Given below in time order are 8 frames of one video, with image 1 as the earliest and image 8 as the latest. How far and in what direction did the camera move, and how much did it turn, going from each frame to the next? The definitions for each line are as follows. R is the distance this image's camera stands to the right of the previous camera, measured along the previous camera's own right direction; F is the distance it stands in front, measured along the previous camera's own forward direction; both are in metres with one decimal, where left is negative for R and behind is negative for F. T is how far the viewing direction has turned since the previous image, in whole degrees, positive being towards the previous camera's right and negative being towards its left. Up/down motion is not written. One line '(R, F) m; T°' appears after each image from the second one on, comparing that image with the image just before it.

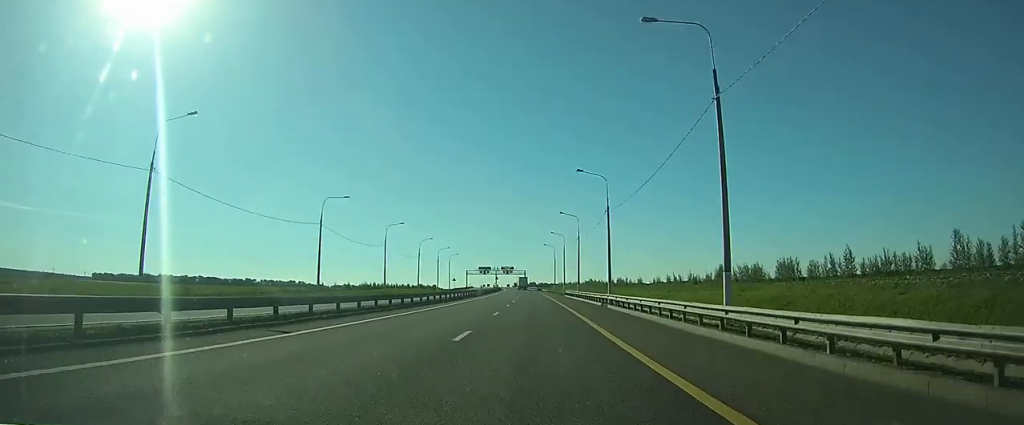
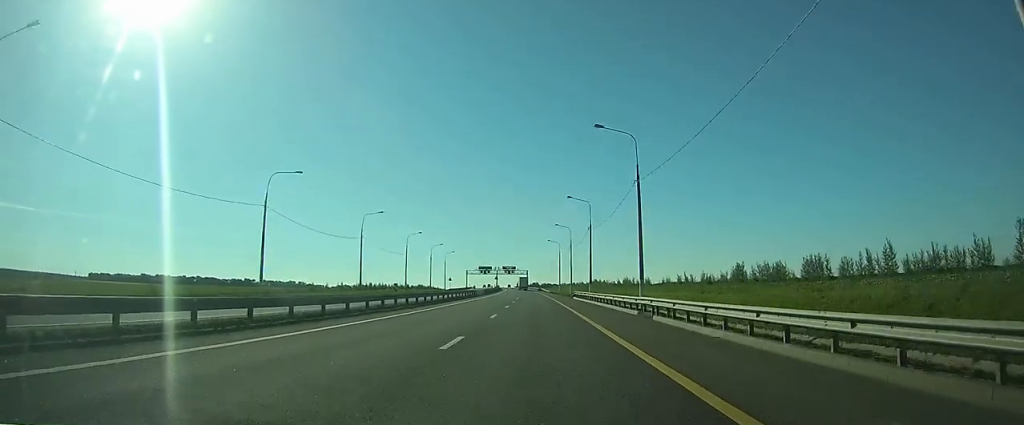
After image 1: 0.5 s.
(0.0, +13.8) m; 0°
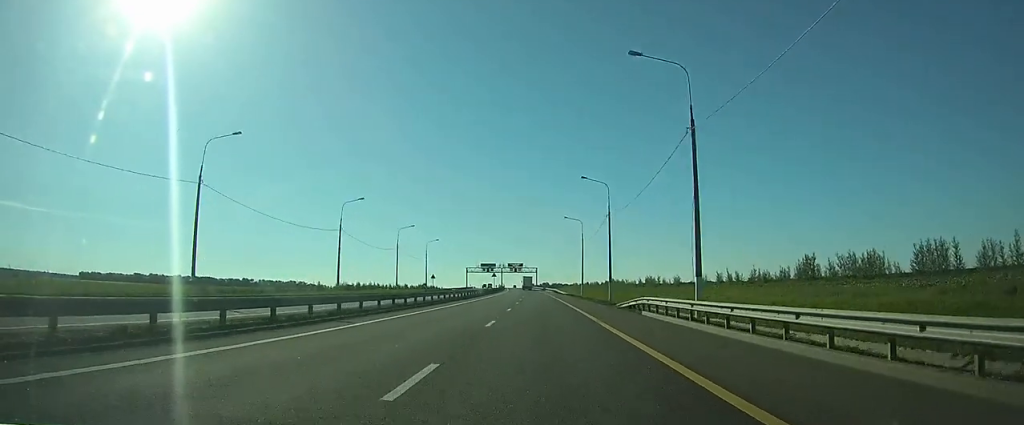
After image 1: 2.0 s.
(-0.2, +40.4) m; -1°
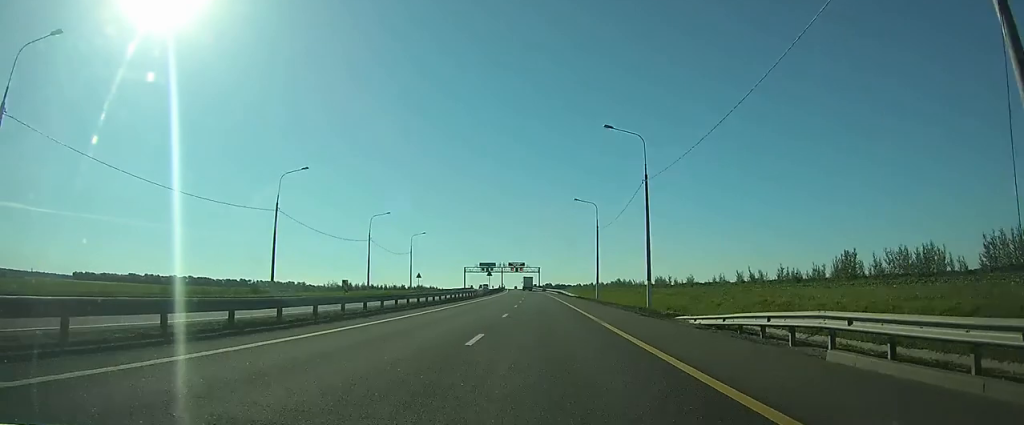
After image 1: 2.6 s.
(-0.1, +17.5) m; -1°
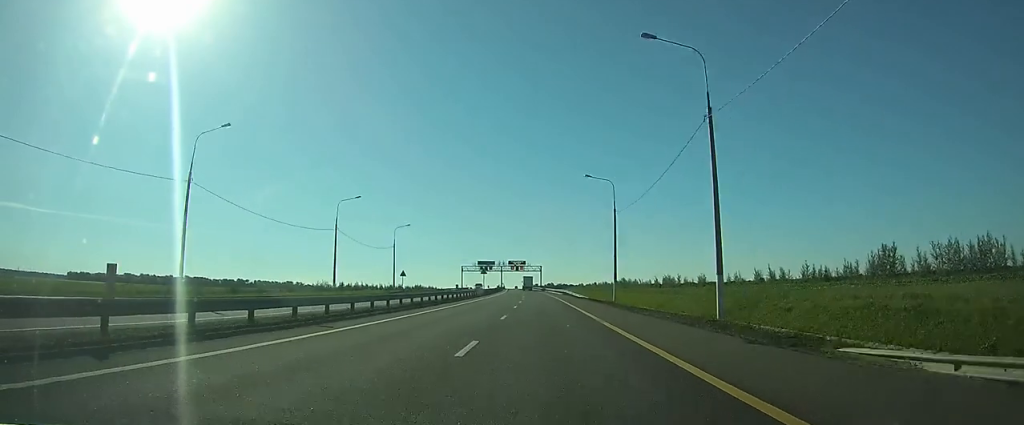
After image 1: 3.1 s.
(0.0, +13.8) m; 0°
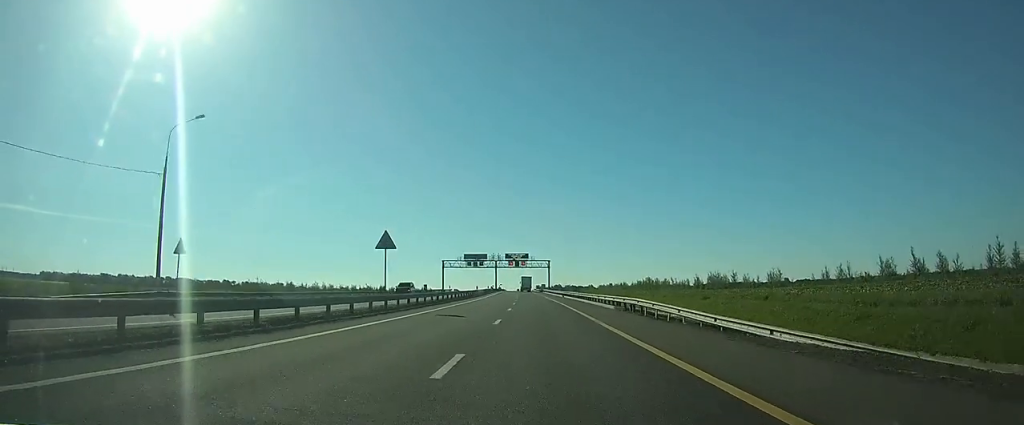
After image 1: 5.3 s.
(-0.5, +61.9) m; 0°
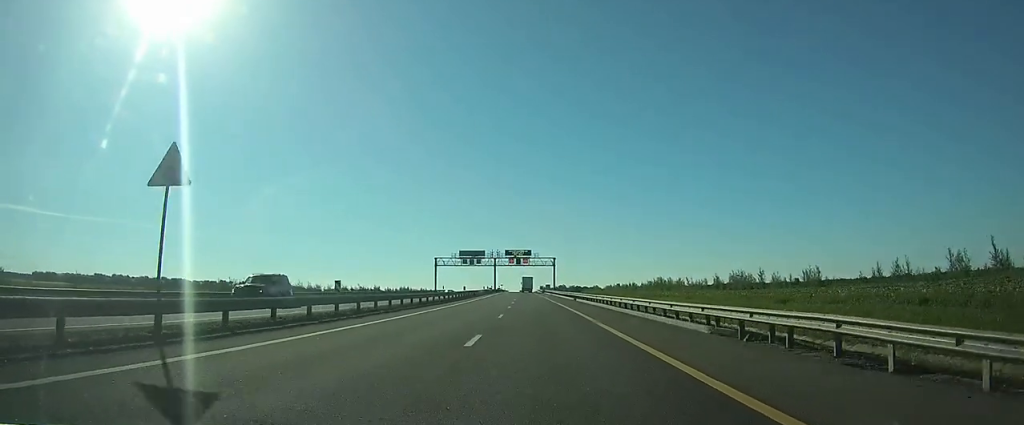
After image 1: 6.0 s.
(0.0, +19.4) m; 0°
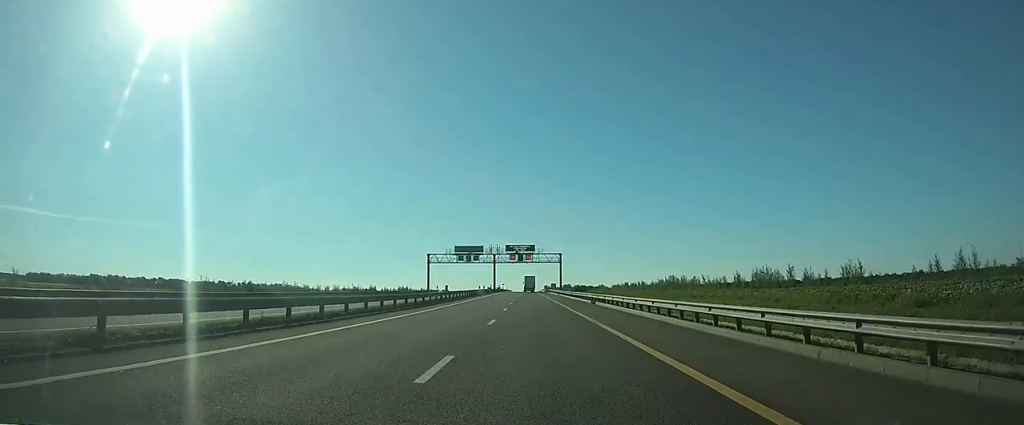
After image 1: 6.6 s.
(0.0, +16.6) m; 0°
